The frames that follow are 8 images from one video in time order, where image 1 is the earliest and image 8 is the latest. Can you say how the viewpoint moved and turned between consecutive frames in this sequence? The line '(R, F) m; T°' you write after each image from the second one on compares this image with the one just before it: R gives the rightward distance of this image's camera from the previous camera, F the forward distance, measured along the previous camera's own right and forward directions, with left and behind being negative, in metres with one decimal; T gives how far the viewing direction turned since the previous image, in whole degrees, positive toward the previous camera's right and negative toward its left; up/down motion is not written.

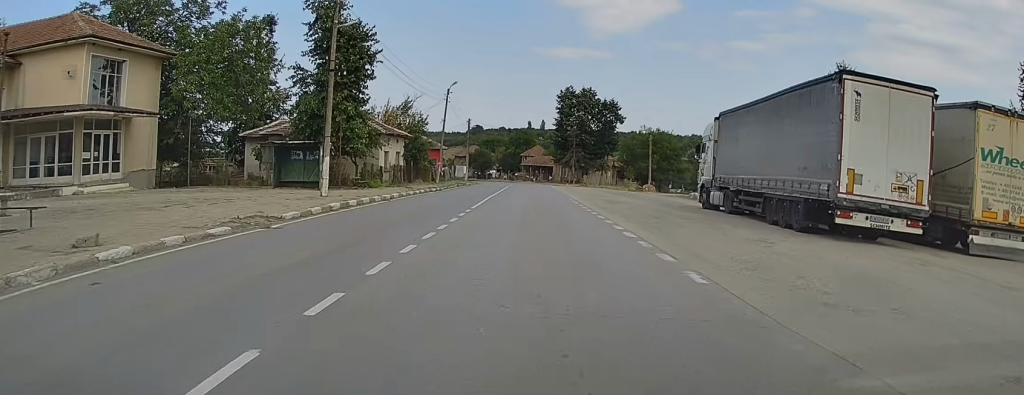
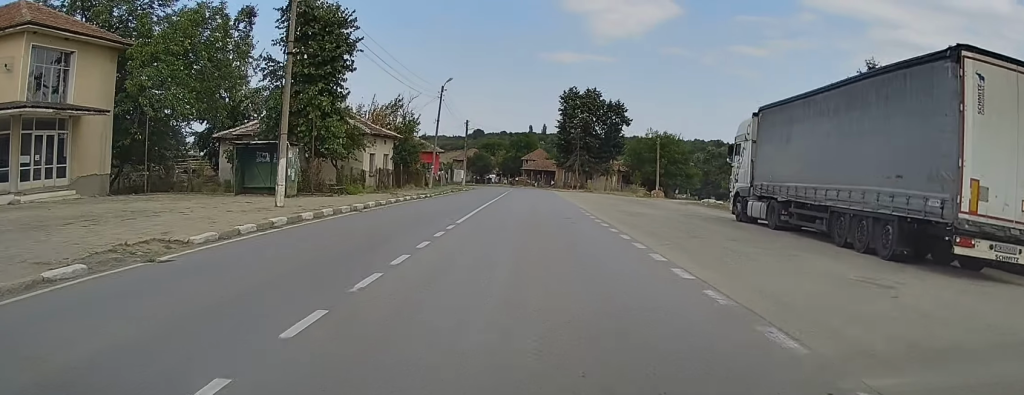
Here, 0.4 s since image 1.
(-0.1, +5.2) m; -1°
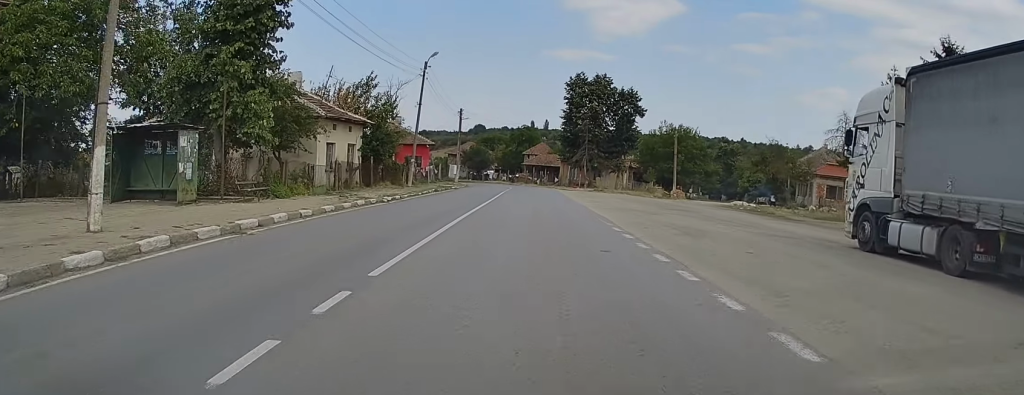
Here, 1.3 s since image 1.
(0.0, +10.4) m; +2°
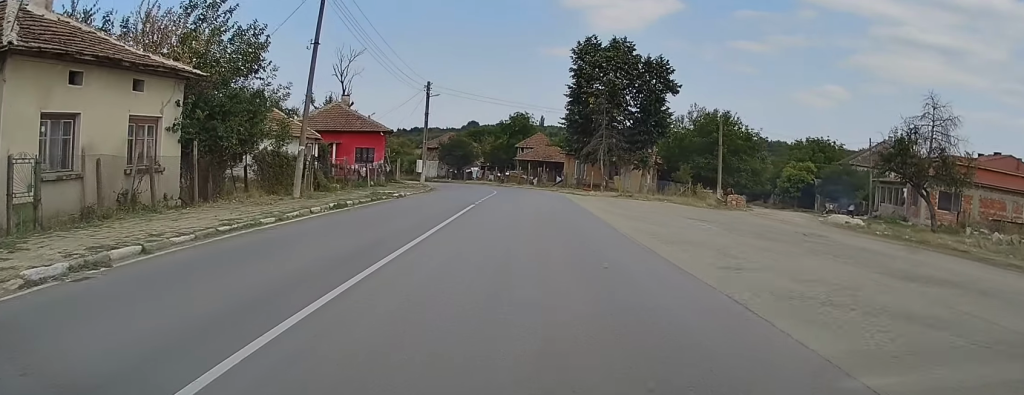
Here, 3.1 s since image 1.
(+0.1, +22.3) m; 0°
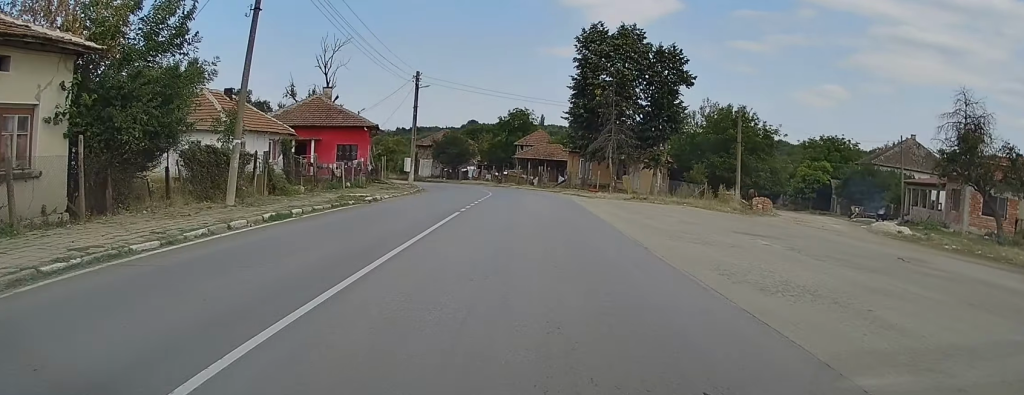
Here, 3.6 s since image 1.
(0.0, +5.7) m; 0°
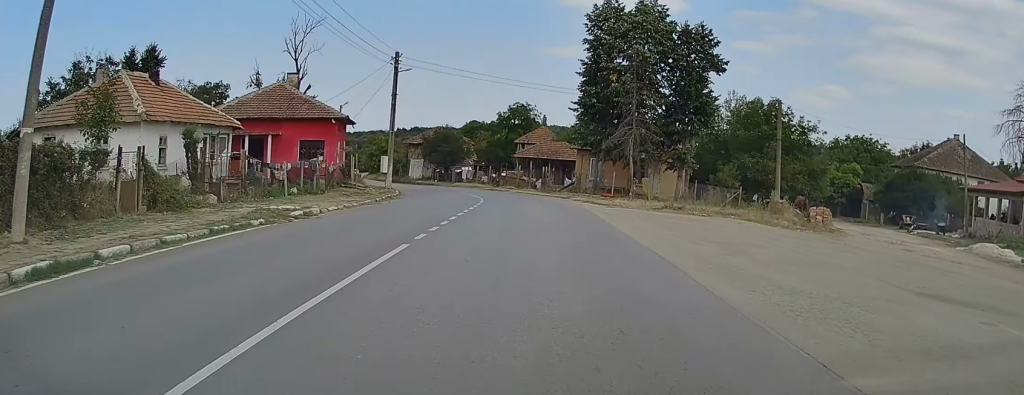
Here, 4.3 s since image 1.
(+0.4, +9.1) m; 0°
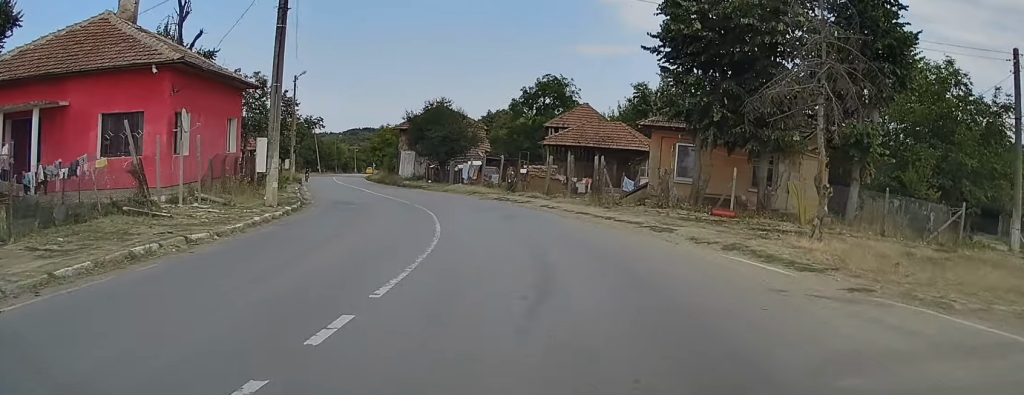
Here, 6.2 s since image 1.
(-0.9, +23.5) m; -4°
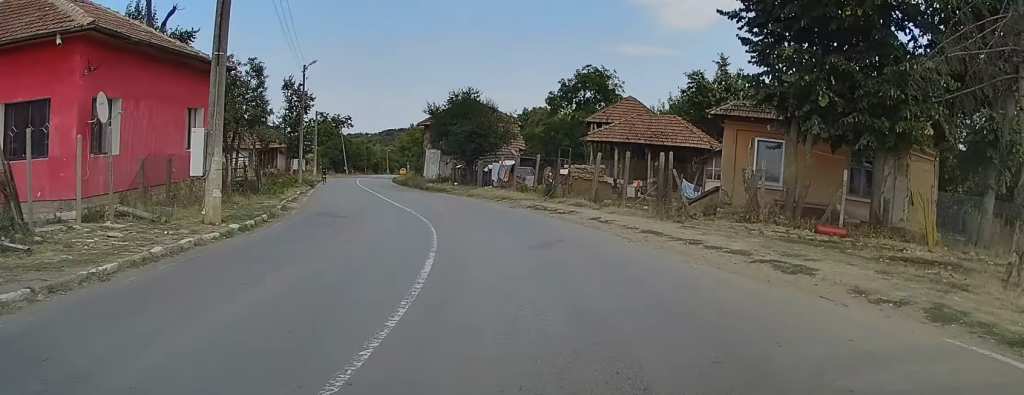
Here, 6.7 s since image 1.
(-0.1, +6.2) m; -2°
